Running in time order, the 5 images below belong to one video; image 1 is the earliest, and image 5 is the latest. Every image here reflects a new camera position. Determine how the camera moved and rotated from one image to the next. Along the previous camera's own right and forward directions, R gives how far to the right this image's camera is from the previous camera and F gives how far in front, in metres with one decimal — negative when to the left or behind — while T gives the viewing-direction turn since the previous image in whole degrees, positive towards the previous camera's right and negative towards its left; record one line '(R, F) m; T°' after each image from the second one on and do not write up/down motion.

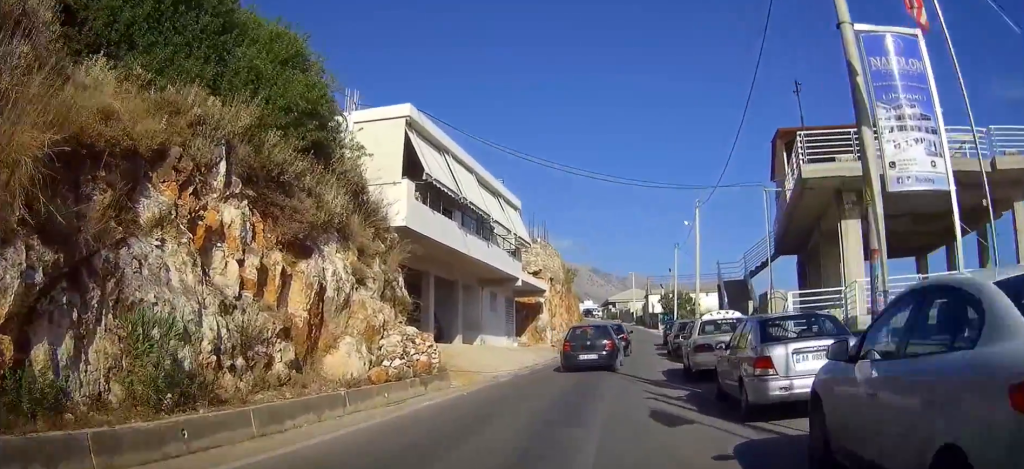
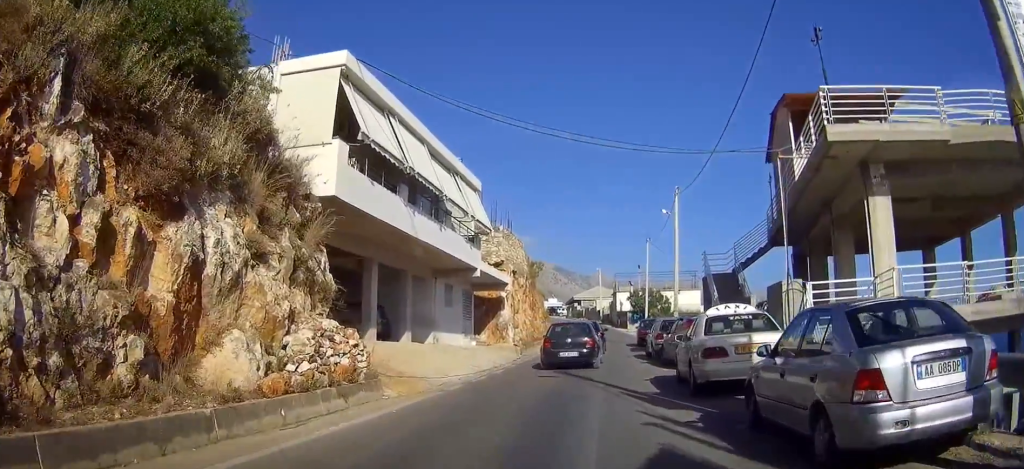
(+0.1, +3.7) m; +2°
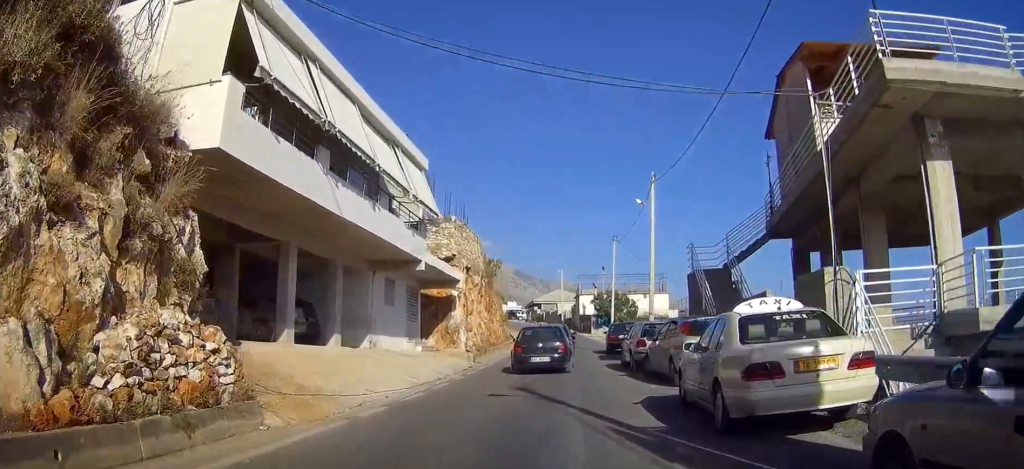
(0.0, +4.2) m; +3°
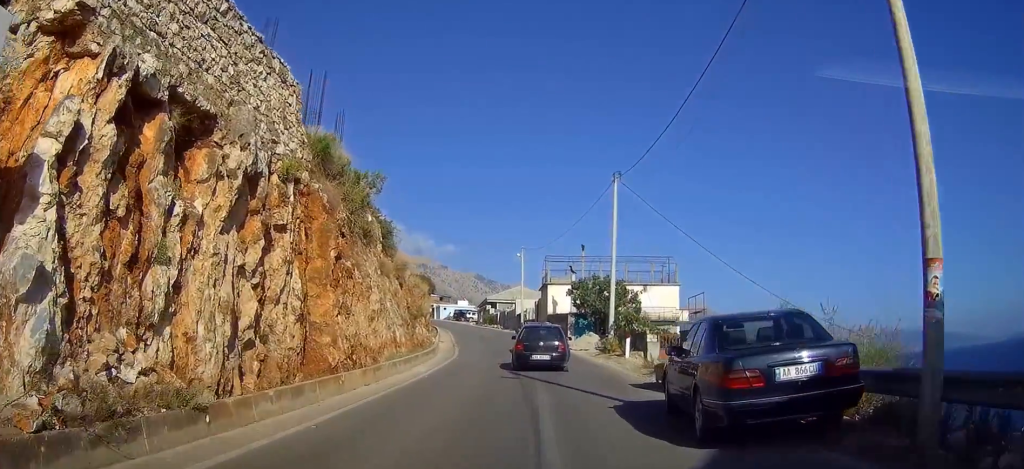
(+1.2, +24.5) m; +3°
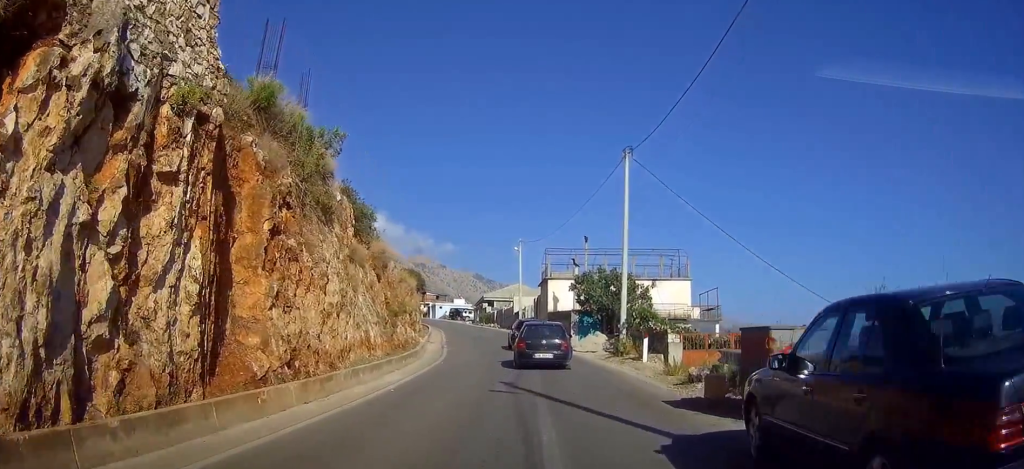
(0.0, +4.3) m; 0°
